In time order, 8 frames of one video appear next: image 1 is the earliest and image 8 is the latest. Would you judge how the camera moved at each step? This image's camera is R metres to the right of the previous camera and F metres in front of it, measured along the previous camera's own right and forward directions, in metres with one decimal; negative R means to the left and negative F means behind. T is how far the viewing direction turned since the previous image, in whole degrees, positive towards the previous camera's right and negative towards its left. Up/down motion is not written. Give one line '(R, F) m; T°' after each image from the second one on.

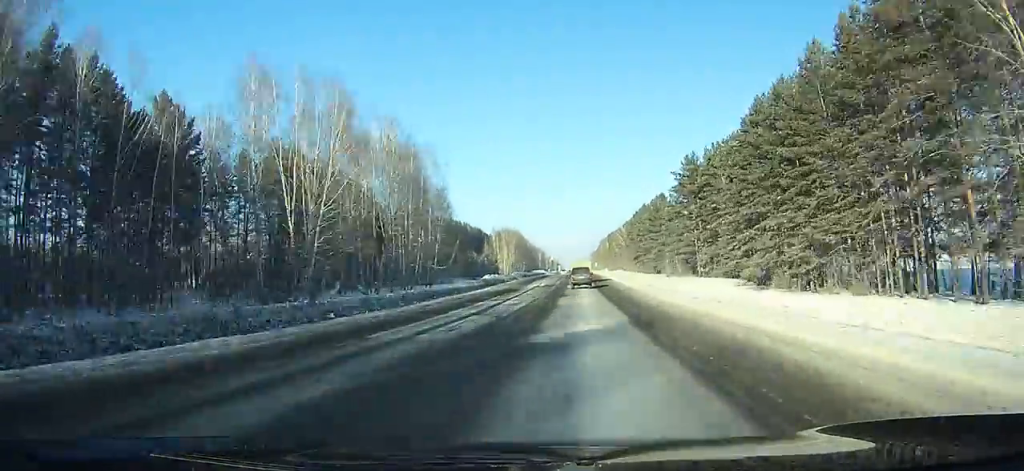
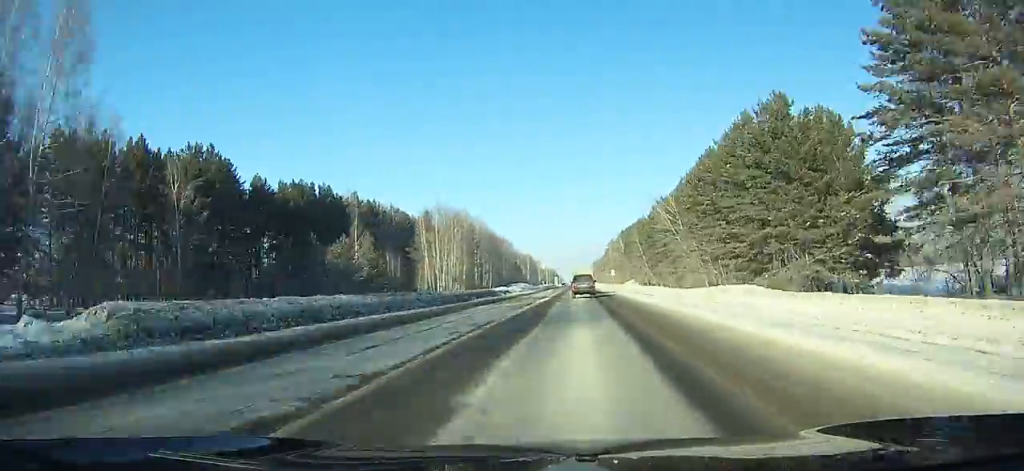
(-0.1, +98.4) m; 0°
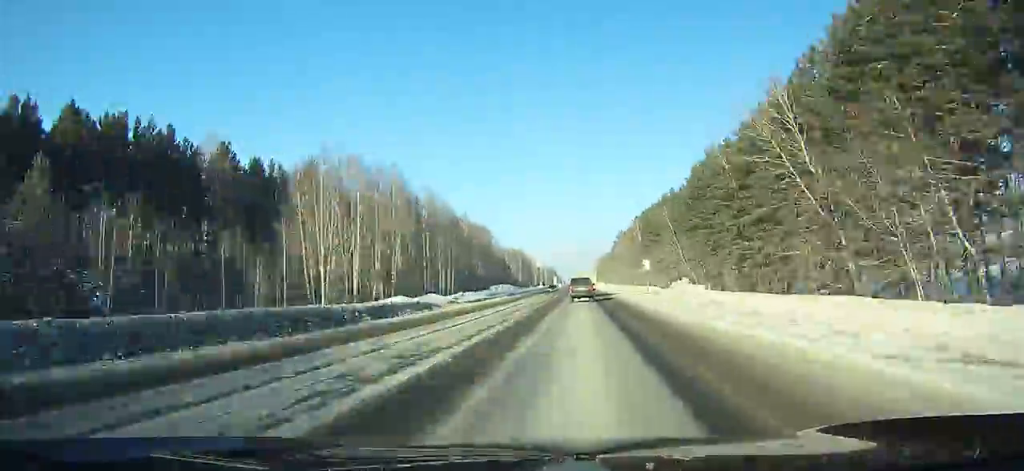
(-0.1, +49.3) m; 0°
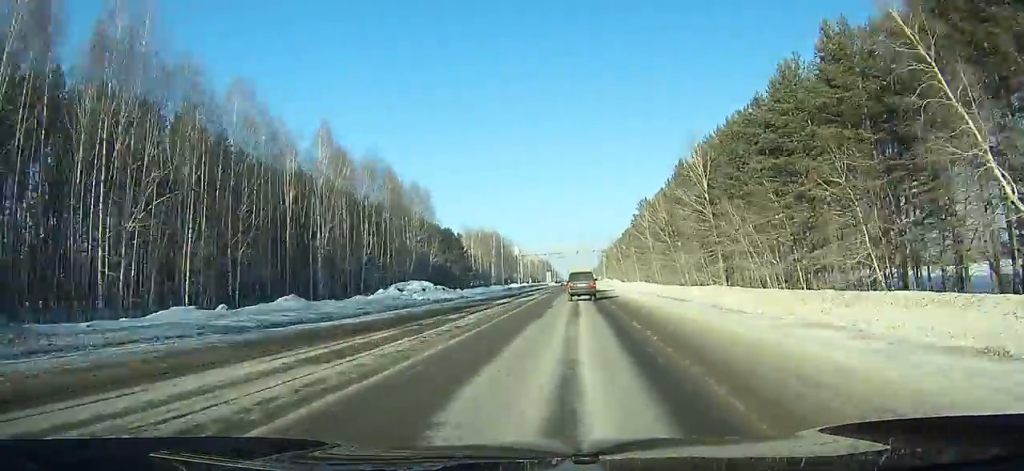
(+0.3, +74.7) m; 0°
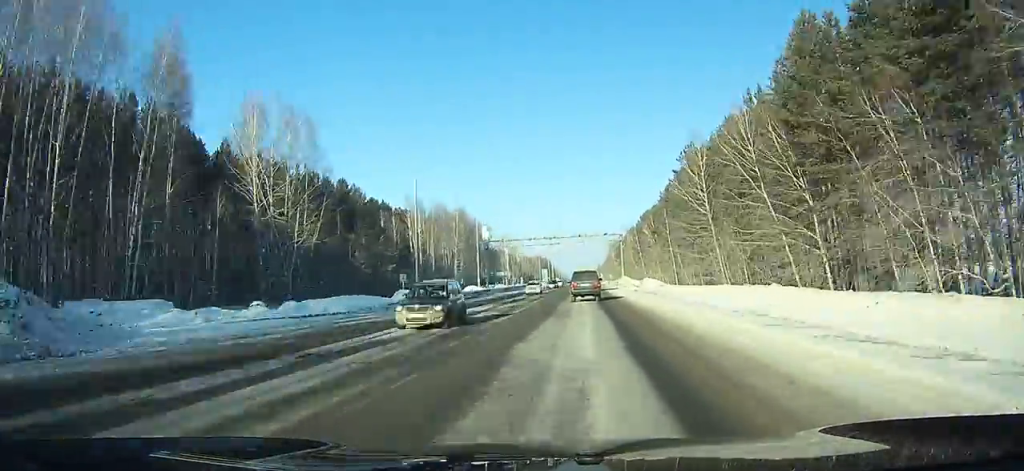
(-0.2, +55.5) m; 0°
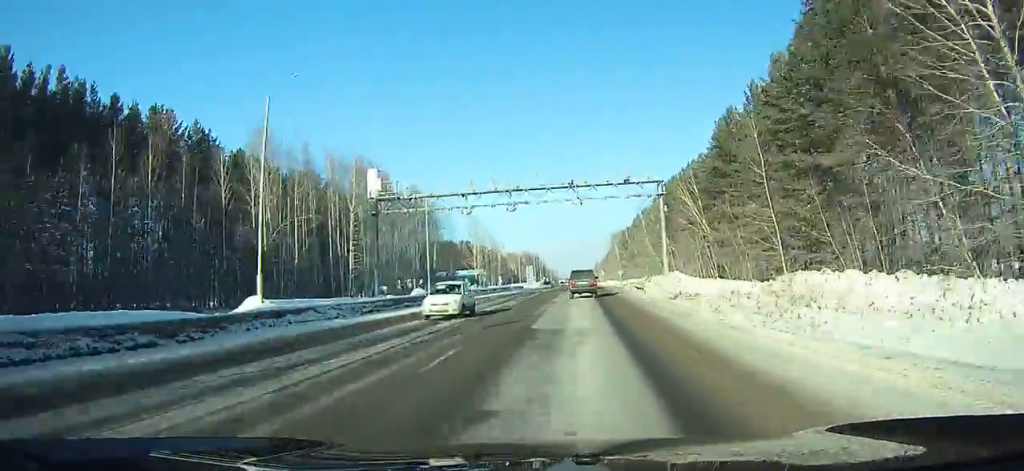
(-0.1, +53.5) m; 0°
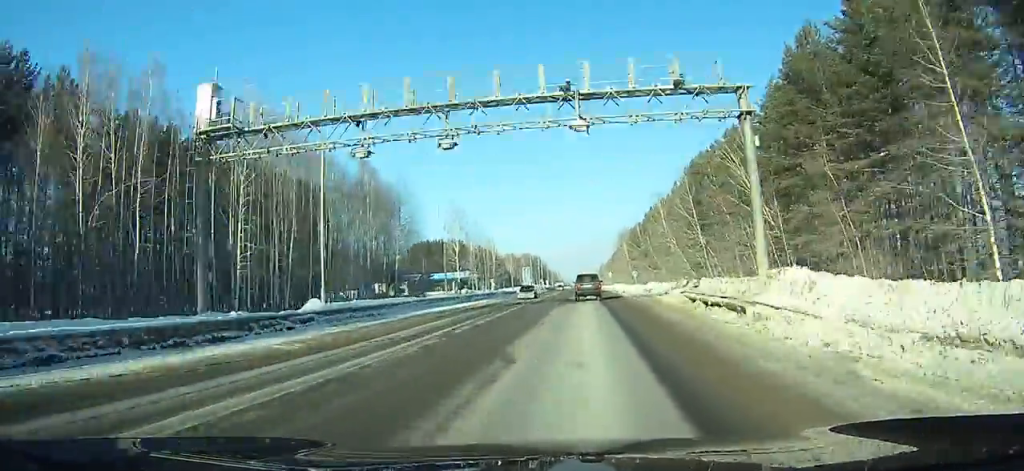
(0.0, +24.8) m; 0°
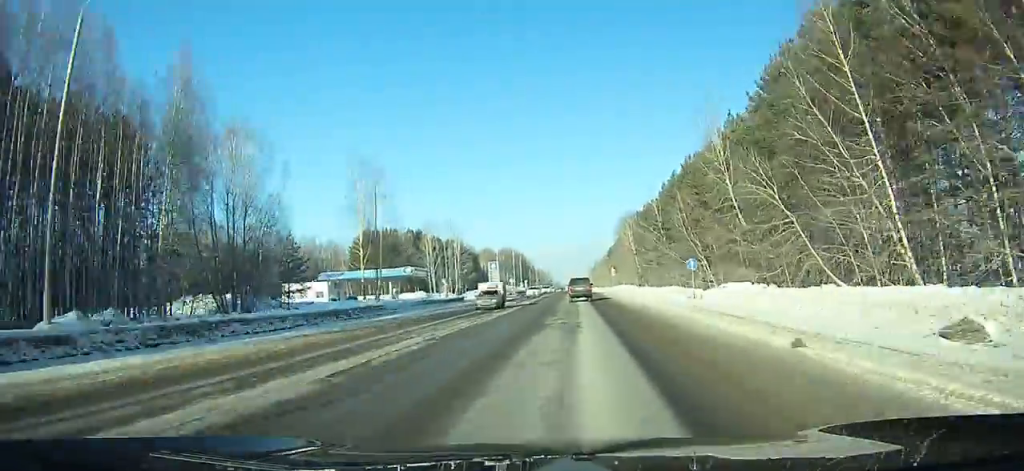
(0.0, +47.9) m; 0°
